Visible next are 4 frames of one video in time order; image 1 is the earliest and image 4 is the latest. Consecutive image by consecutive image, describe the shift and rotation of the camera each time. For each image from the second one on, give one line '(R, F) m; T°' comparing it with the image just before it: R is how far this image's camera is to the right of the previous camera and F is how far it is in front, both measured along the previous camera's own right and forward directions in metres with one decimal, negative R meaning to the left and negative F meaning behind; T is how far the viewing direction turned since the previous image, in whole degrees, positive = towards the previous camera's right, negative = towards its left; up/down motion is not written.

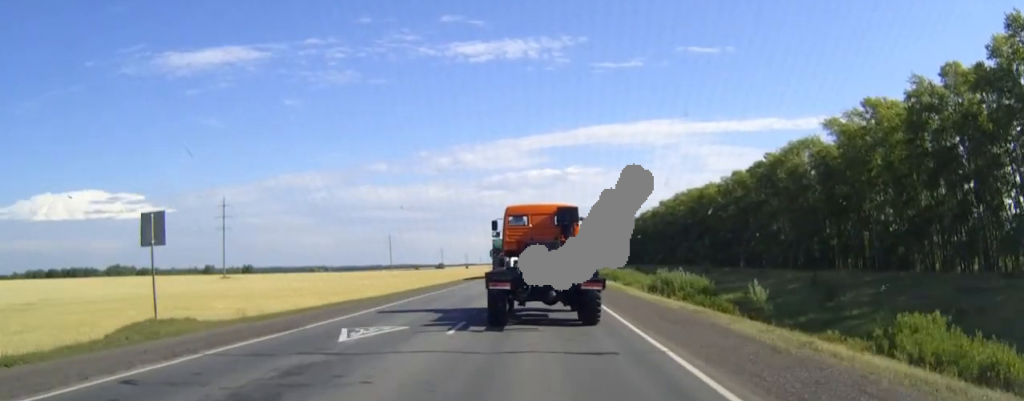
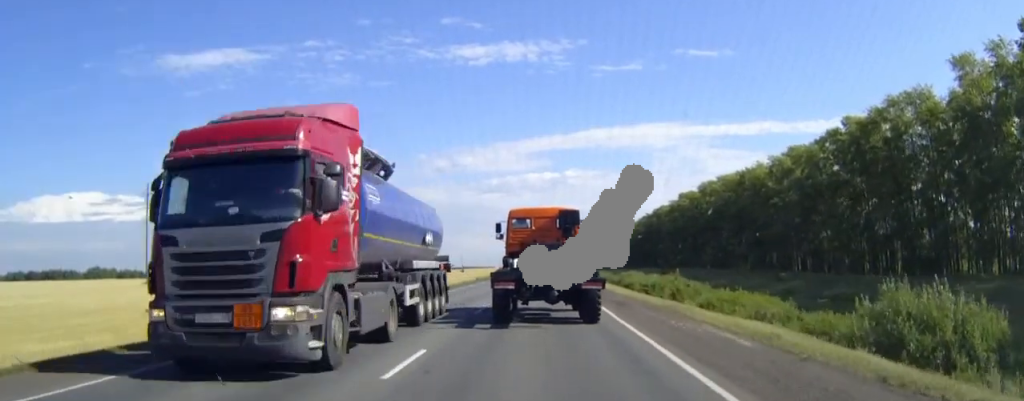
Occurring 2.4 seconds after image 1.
(-0.1, +41.8) m; 0°
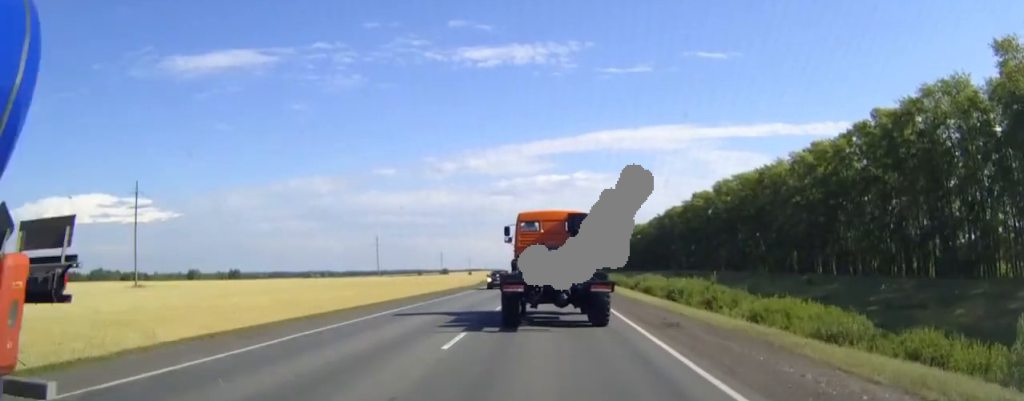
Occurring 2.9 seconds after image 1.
(0.0, +8.1) m; 0°
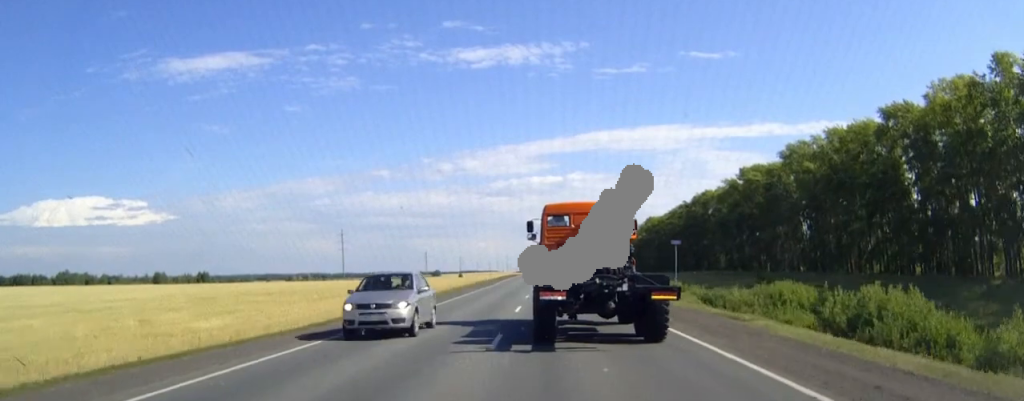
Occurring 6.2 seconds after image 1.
(-0.2, +59.5) m; 0°
